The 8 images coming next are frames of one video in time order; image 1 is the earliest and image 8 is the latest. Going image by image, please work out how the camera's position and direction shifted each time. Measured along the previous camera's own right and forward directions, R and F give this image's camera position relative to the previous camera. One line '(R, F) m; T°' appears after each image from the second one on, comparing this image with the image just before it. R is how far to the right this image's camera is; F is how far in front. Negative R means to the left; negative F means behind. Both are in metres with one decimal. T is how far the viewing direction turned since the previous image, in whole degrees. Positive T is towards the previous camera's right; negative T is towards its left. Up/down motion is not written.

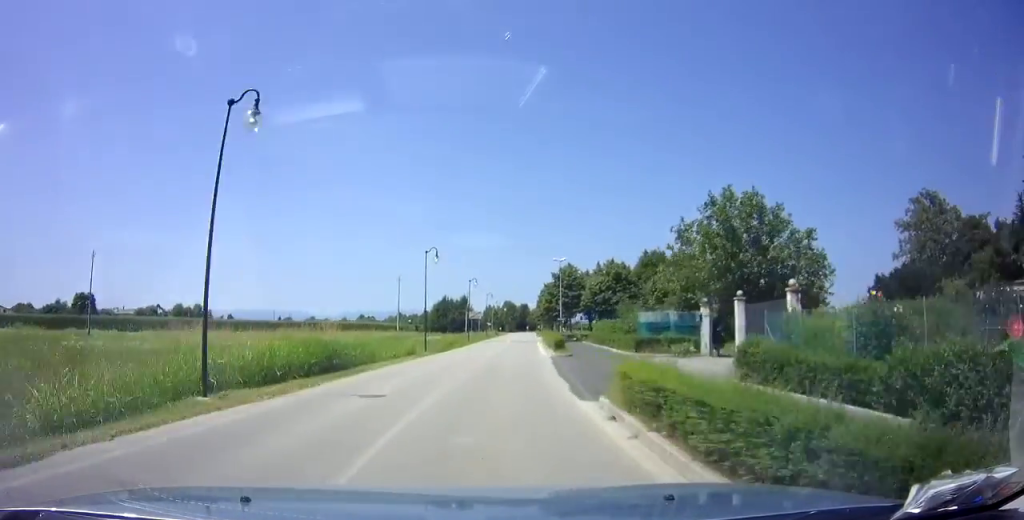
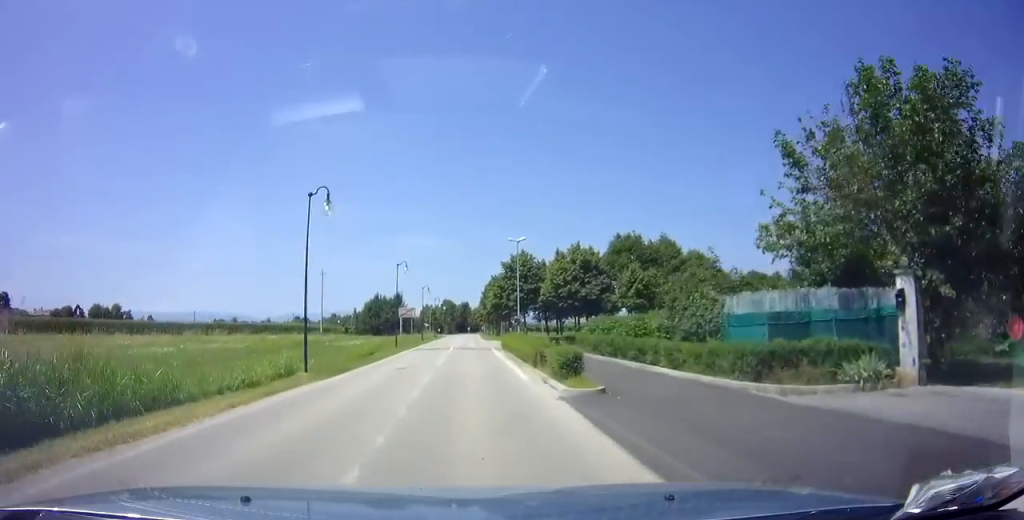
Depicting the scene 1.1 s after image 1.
(+0.5, +15.2) m; +3°
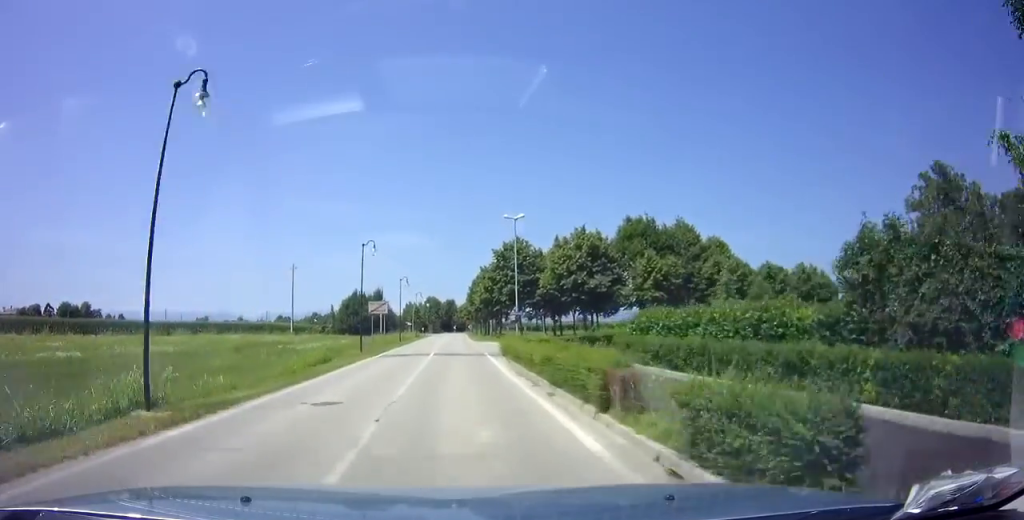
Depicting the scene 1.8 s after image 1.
(+0.1, +9.3) m; 0°
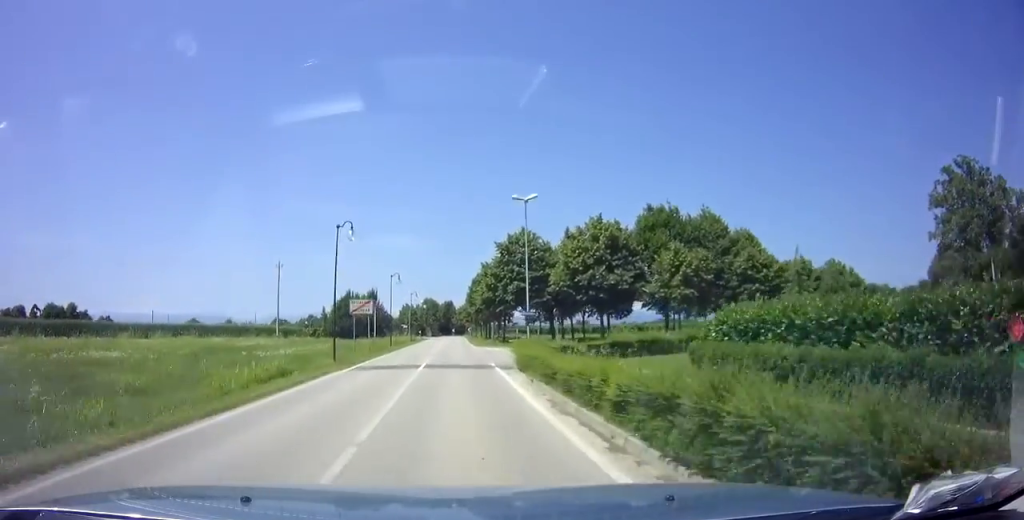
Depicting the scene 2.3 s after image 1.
(0.0, +6.5) m; 0°
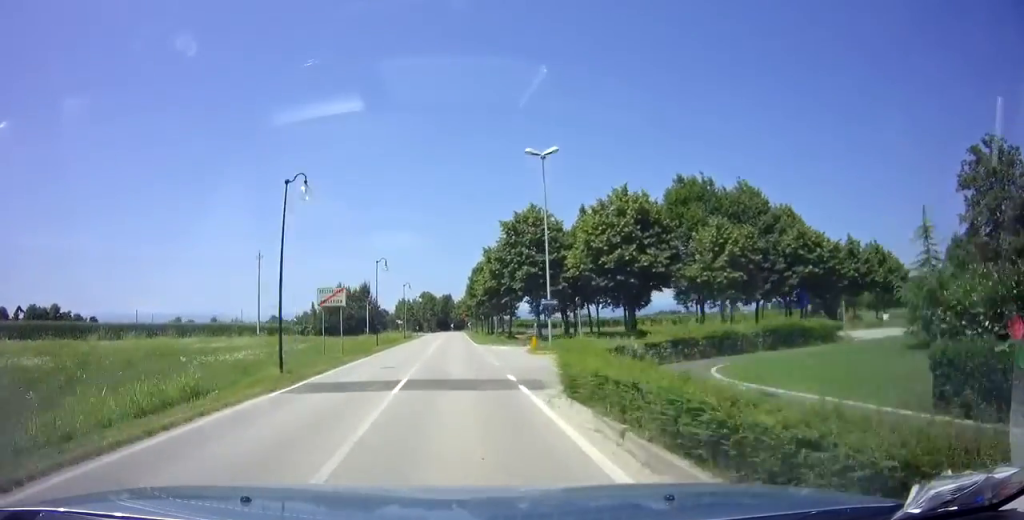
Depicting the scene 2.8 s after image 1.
(0.0, +7.6) m; 0°
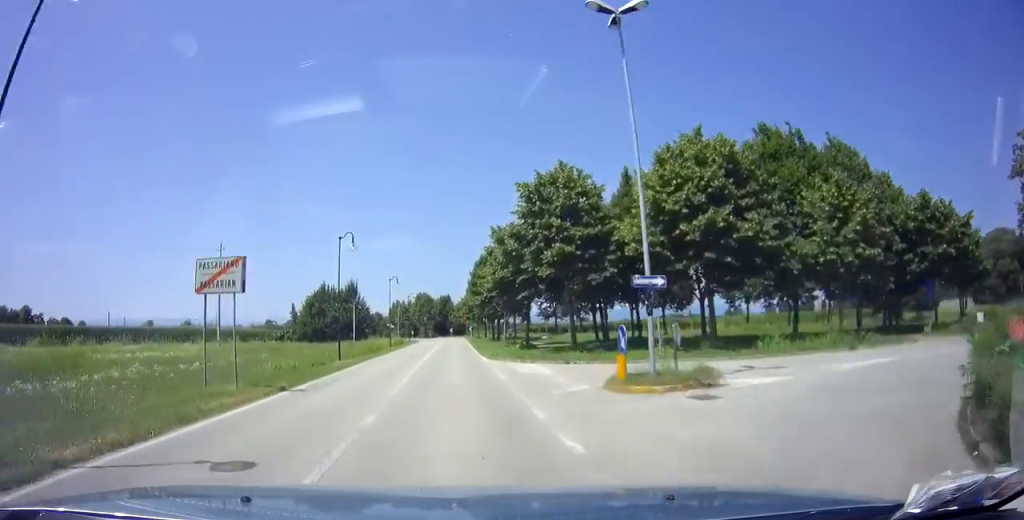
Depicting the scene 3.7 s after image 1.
(-0.1, +12.5) m; 0°
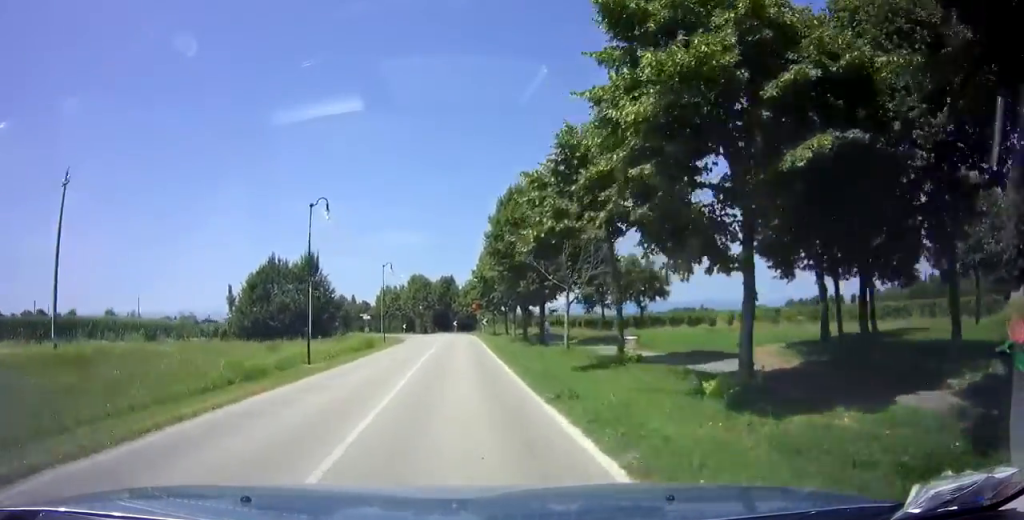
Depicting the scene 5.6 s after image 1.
(+0.1, +28.8) m; -1°
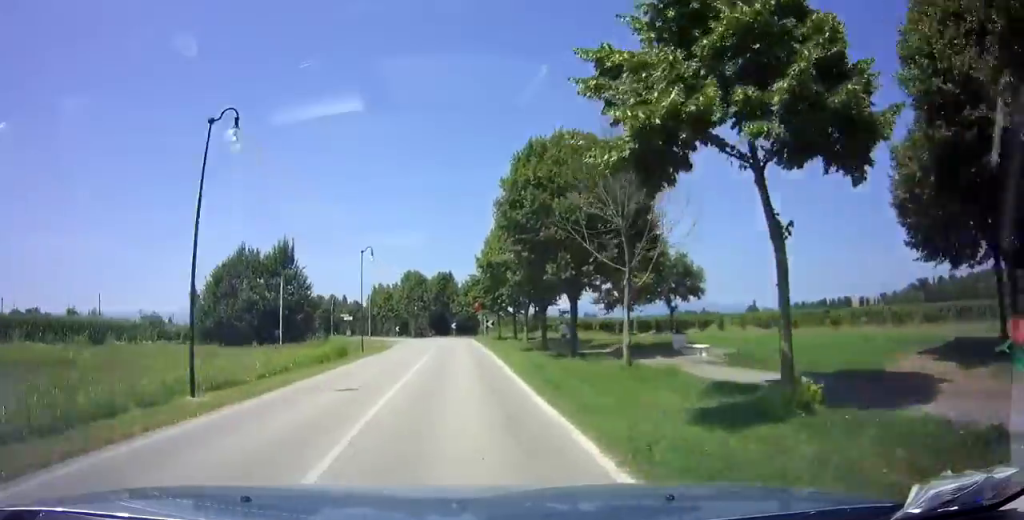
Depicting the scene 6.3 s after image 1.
(-0.1, +9.2) m; -1°
